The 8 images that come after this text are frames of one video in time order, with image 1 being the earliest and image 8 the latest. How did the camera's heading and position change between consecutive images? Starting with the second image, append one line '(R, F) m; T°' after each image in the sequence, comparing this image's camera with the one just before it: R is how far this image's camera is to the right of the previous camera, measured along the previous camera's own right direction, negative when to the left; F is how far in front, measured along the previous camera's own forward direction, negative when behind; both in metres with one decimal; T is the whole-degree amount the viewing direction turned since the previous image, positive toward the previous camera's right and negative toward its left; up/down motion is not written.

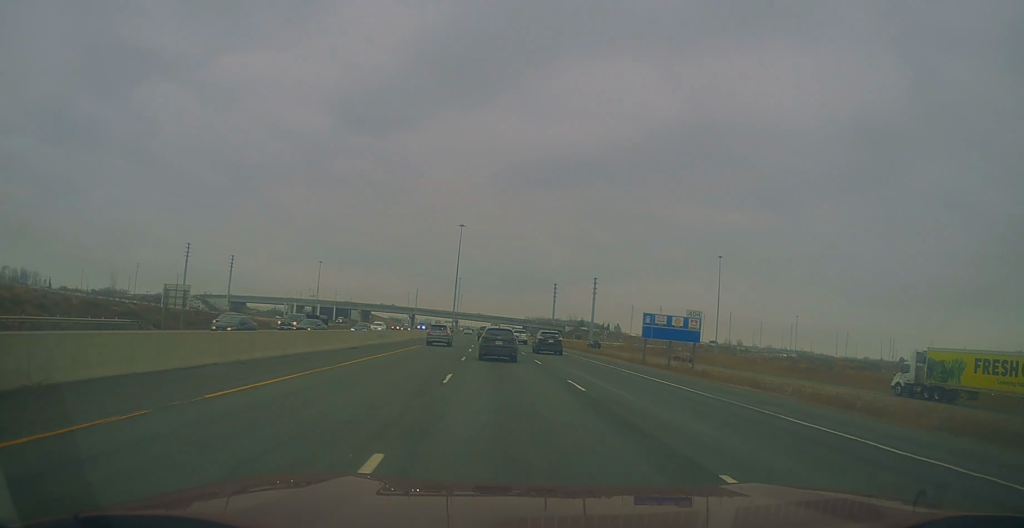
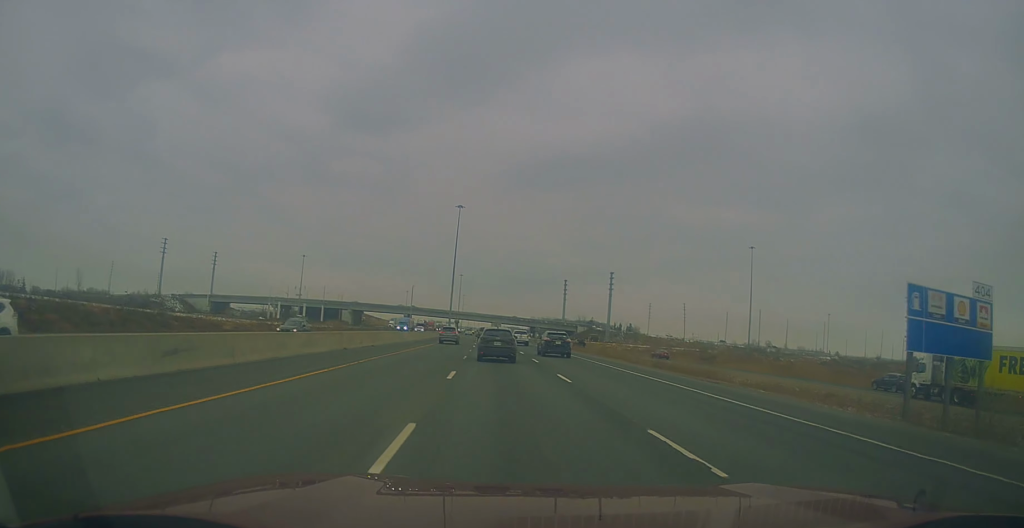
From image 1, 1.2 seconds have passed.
(+0.1, +33.6) m; +1°
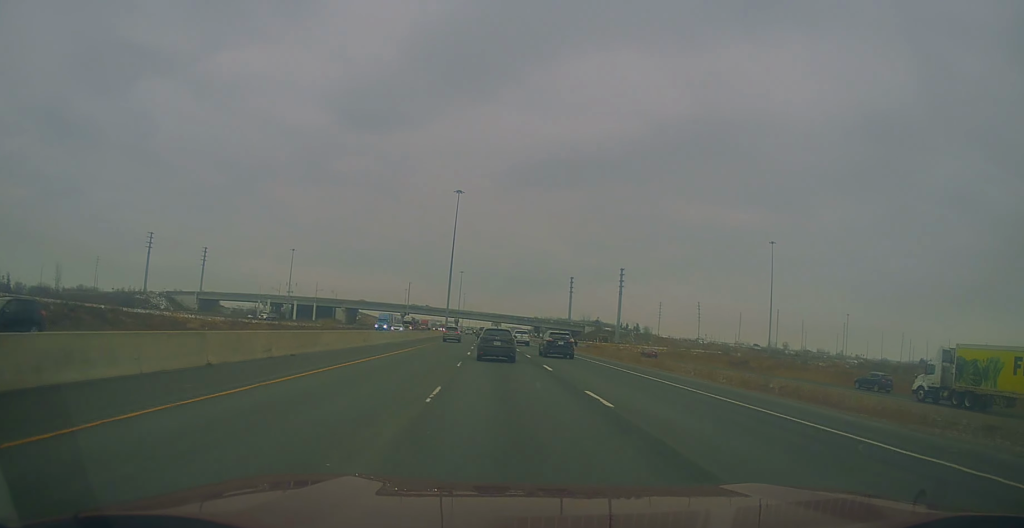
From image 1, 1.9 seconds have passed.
(0.0, +18.1) m; 0°
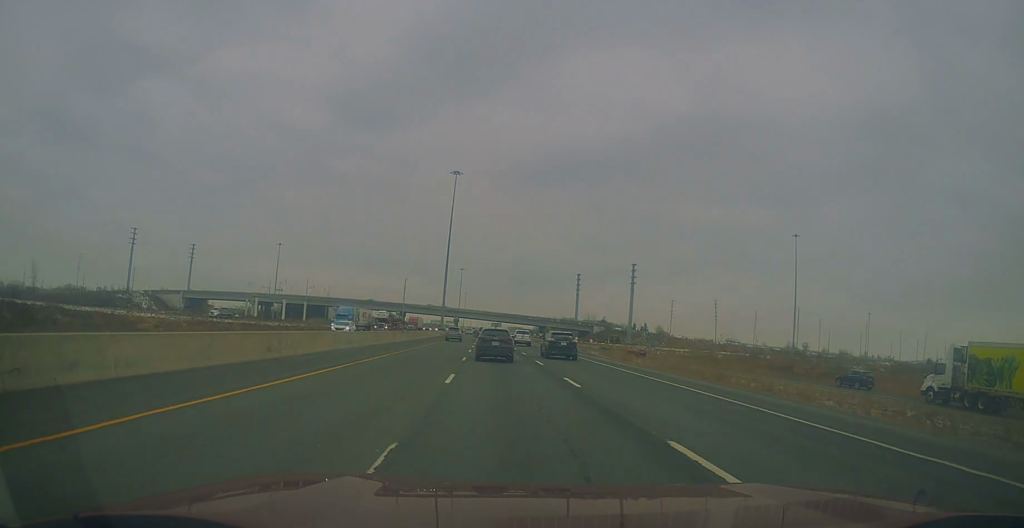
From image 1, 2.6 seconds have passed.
(0.0, +19.0) m; -1°
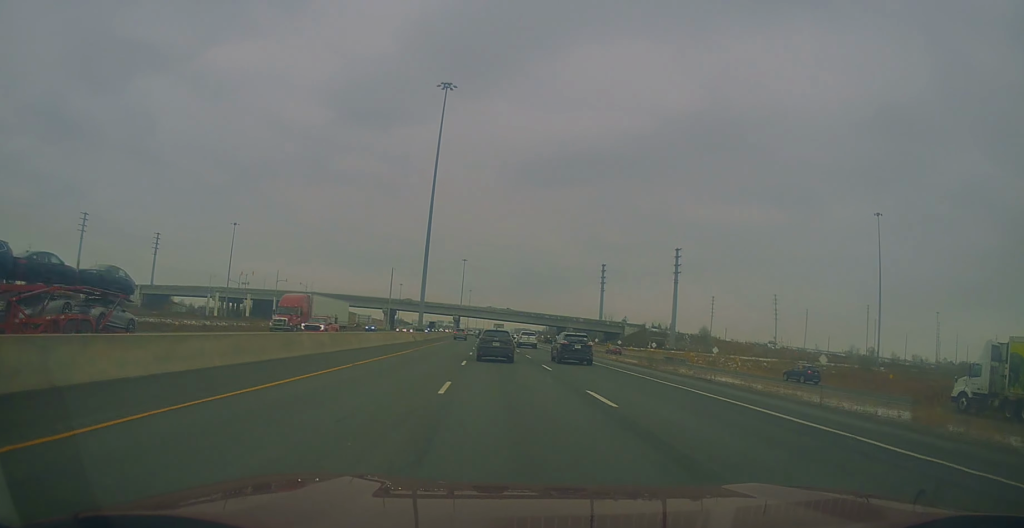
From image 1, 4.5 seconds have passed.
(-0.6, +50.6) m; 0°
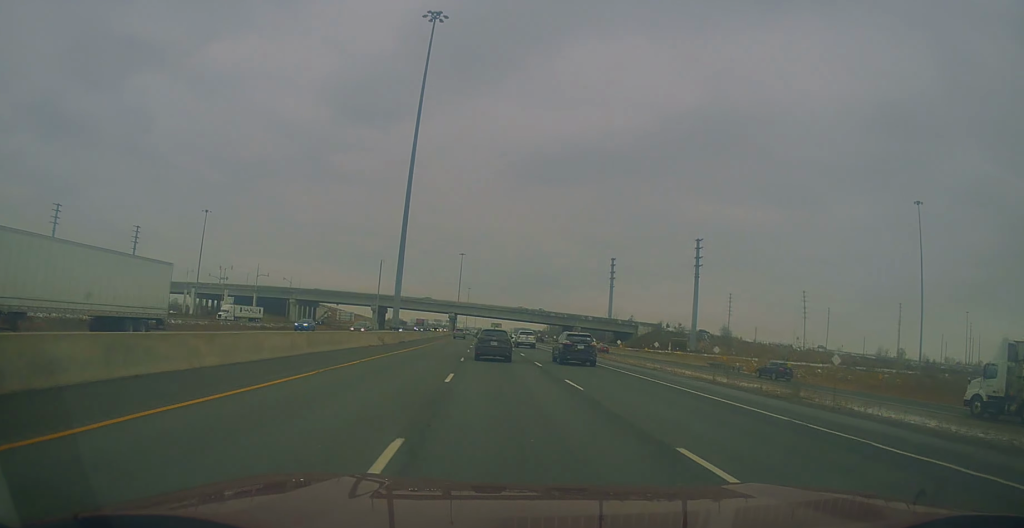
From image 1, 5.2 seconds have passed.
(+0.3, +20.7) m; 0°
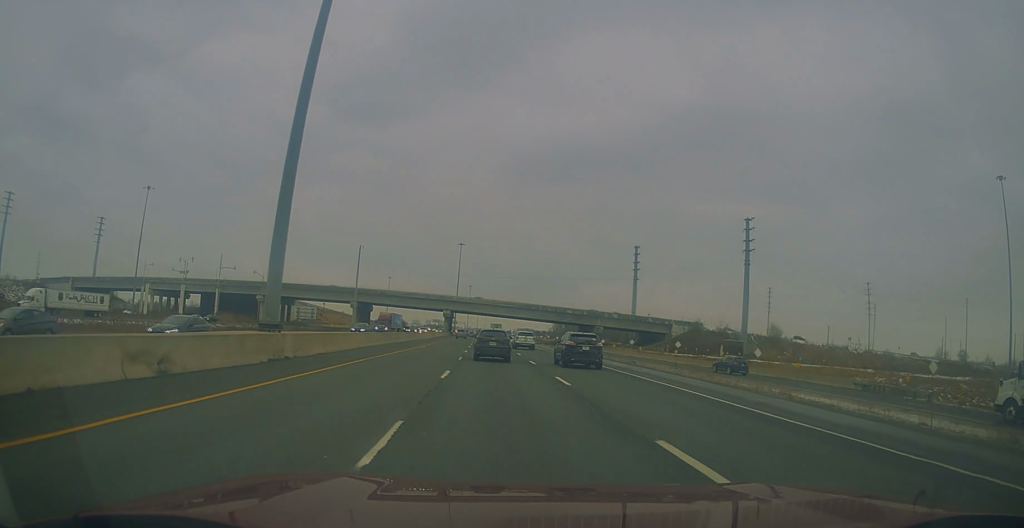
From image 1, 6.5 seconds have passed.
(-0.4, +34.4) m; -1°
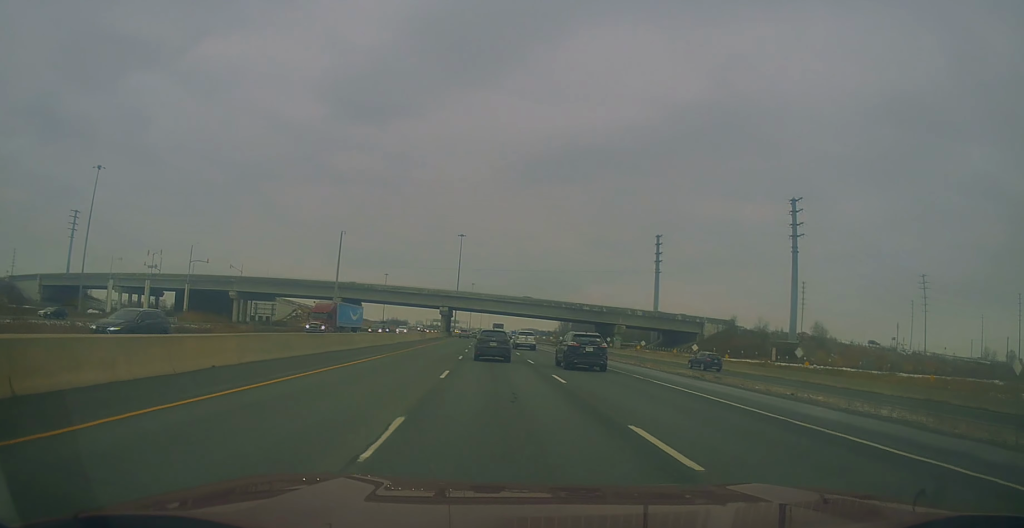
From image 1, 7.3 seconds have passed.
(-0.1, +22.8) m; 0°
